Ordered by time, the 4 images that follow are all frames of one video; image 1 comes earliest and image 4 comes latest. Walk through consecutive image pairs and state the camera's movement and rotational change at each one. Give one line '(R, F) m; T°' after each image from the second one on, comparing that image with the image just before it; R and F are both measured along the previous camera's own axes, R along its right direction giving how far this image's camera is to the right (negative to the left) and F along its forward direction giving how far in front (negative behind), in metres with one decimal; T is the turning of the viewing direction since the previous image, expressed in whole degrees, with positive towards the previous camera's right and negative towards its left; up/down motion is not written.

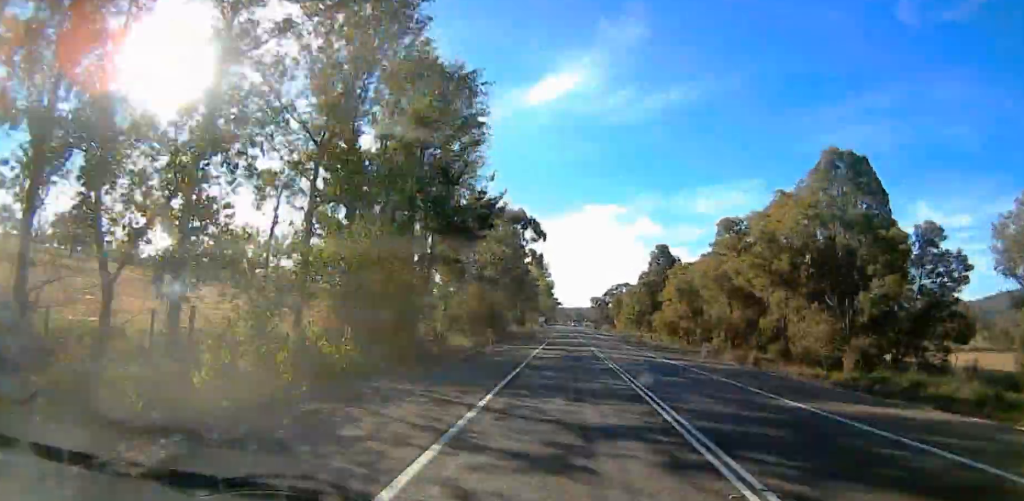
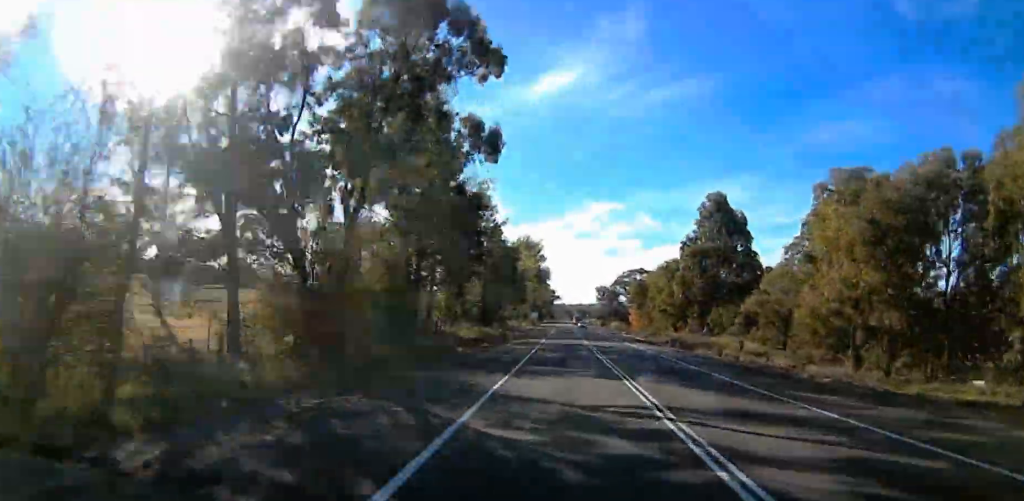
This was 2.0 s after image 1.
(+1.1, +53.2) m; +2°
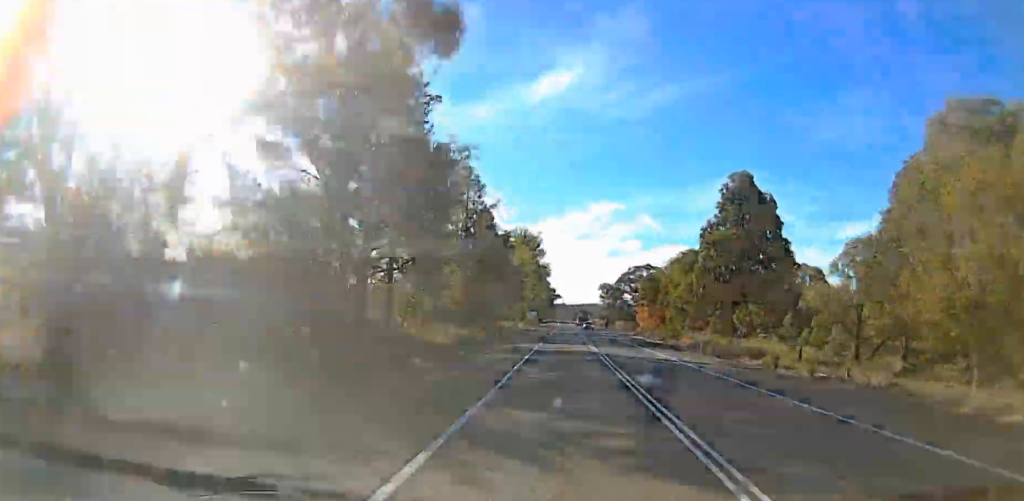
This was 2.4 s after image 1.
(0.0, +12.1) m; 0°
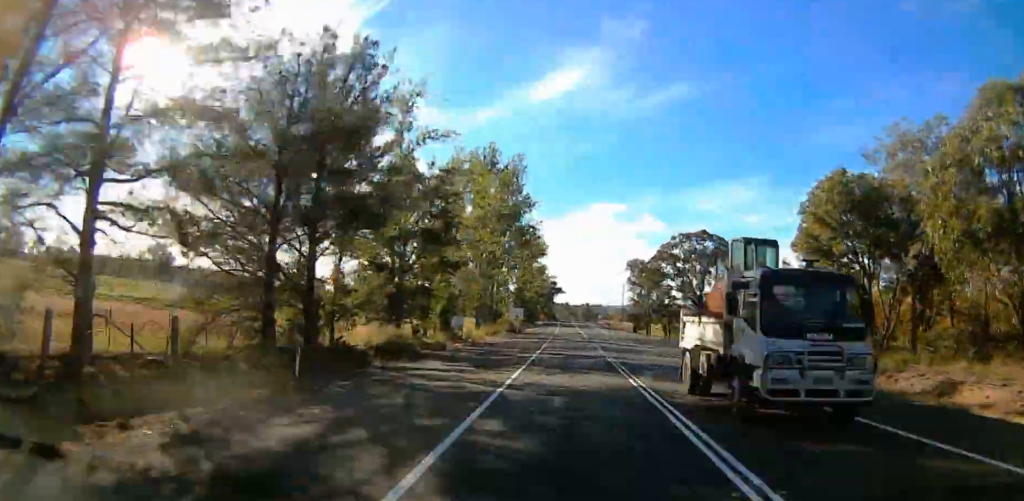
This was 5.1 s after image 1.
(-2.9, +58.1) m; +2°
